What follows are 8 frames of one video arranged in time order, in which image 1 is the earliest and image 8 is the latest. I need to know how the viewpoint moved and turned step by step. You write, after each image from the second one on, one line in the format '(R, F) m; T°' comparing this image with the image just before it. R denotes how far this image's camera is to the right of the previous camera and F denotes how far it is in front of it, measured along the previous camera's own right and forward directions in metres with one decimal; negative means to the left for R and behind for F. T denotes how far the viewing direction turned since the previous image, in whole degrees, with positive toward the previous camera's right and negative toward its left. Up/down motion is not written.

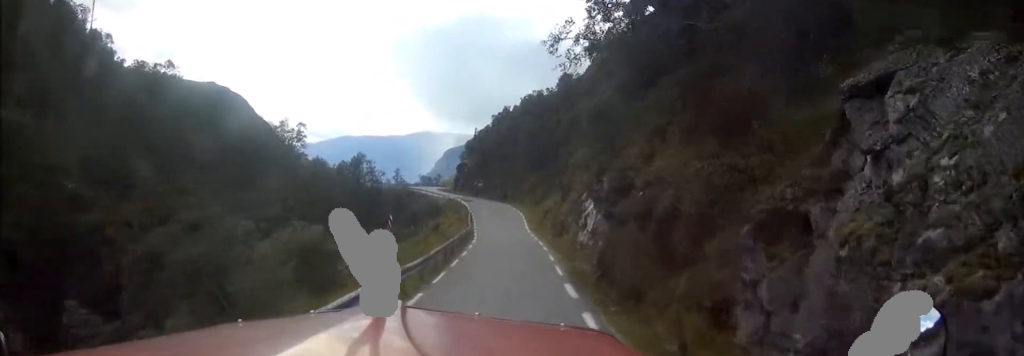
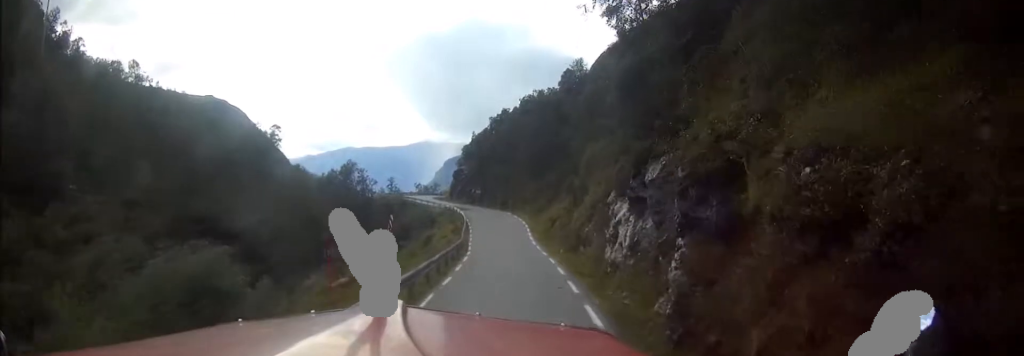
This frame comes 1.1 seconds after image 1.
(+0.2, +10.6) m; +2°
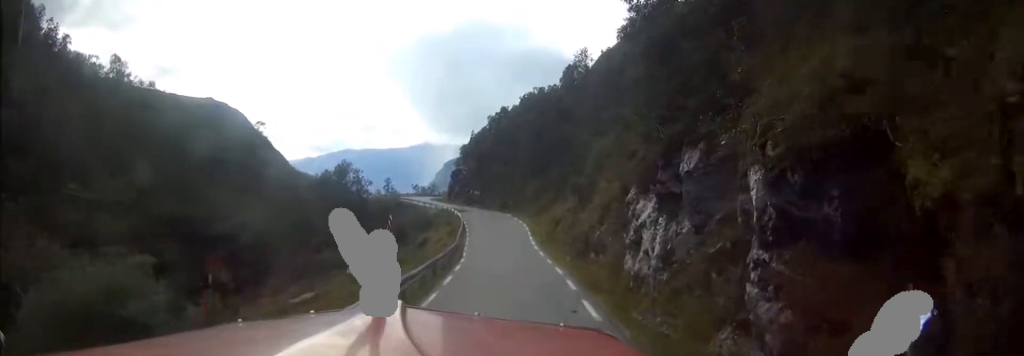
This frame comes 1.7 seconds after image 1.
(+0.1, +5.0) m; 0°
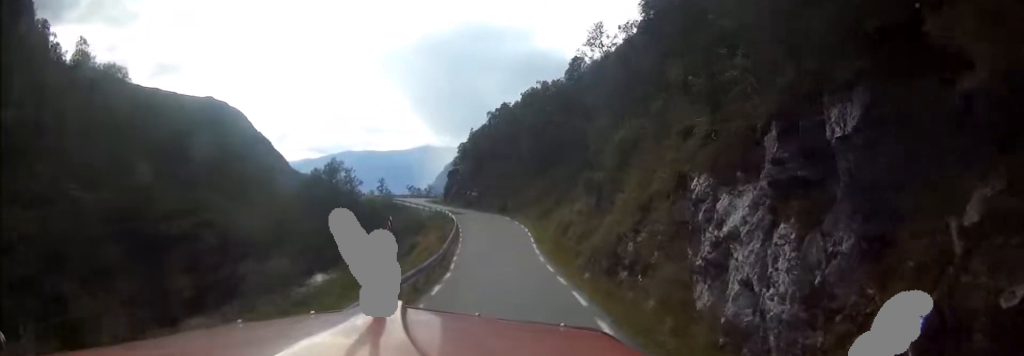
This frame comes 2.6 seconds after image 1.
(-0.1, +9.0) m; 0°
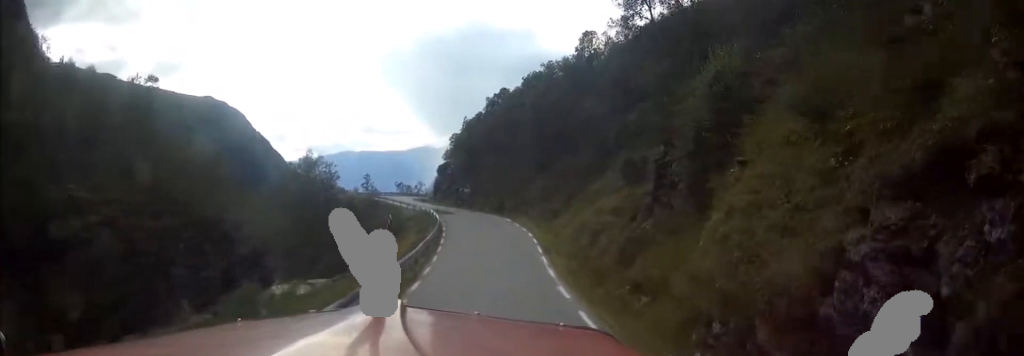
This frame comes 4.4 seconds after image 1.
(0.0, +16.6) m; -1°
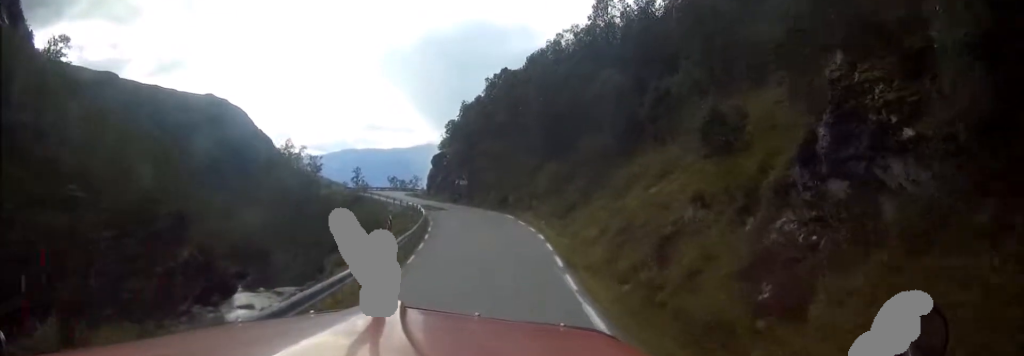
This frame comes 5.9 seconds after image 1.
(-0.3, +13.0) m; -2°
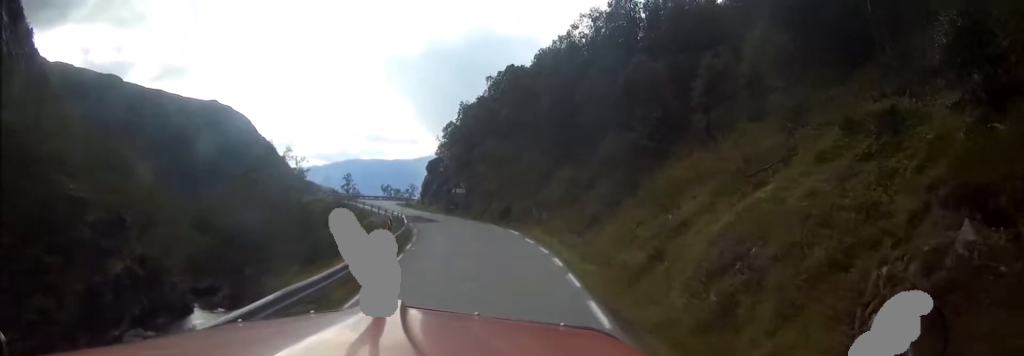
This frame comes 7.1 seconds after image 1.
(0.0, +10.8) m; 0°
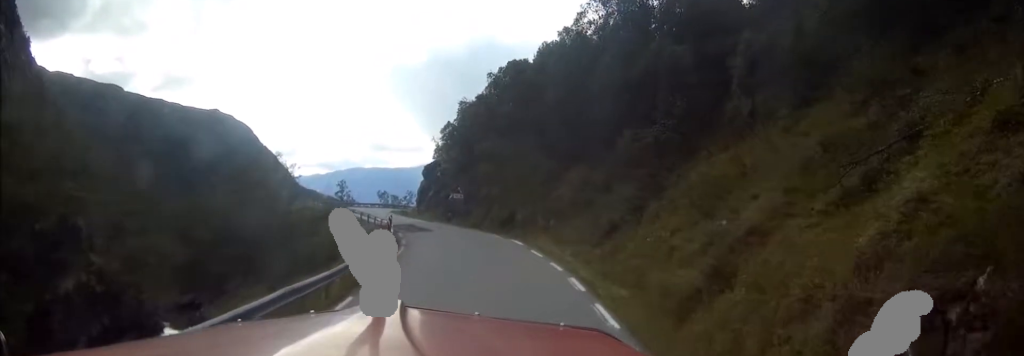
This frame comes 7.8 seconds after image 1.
(+0.1, +6.3) m; -1°
